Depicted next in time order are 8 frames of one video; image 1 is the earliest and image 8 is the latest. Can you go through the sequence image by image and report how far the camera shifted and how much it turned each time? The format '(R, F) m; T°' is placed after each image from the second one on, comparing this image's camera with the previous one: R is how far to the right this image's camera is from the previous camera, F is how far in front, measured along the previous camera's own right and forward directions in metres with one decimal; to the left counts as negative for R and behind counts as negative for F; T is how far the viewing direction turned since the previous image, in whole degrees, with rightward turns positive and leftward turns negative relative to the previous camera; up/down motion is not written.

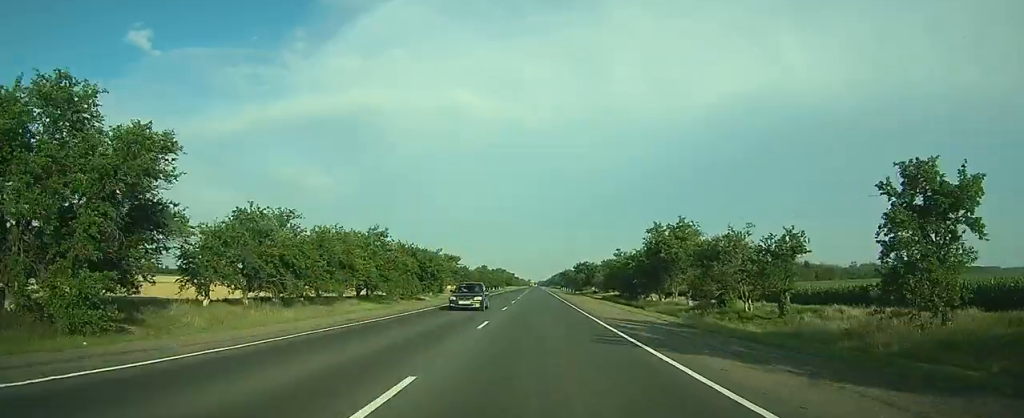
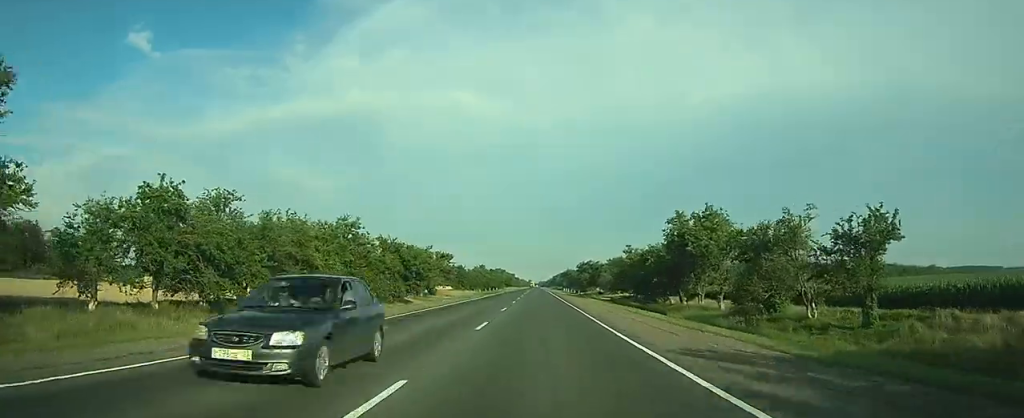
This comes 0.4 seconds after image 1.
(0.0, +13.8) m; 0°
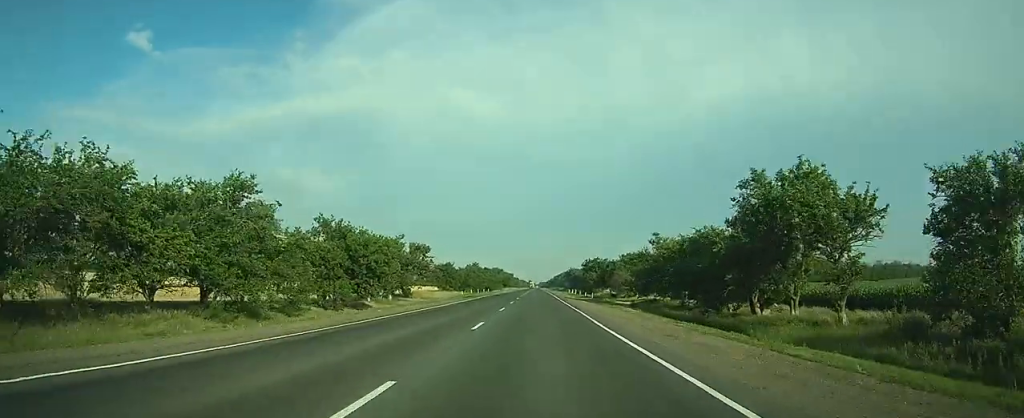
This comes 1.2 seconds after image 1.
(0.0, +27.7) m; 0°
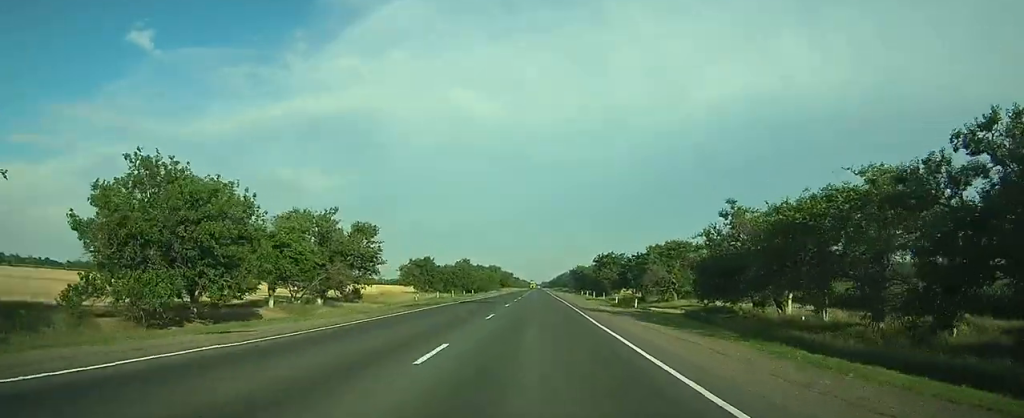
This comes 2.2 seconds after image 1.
(0.0, +35.3) m; 0°
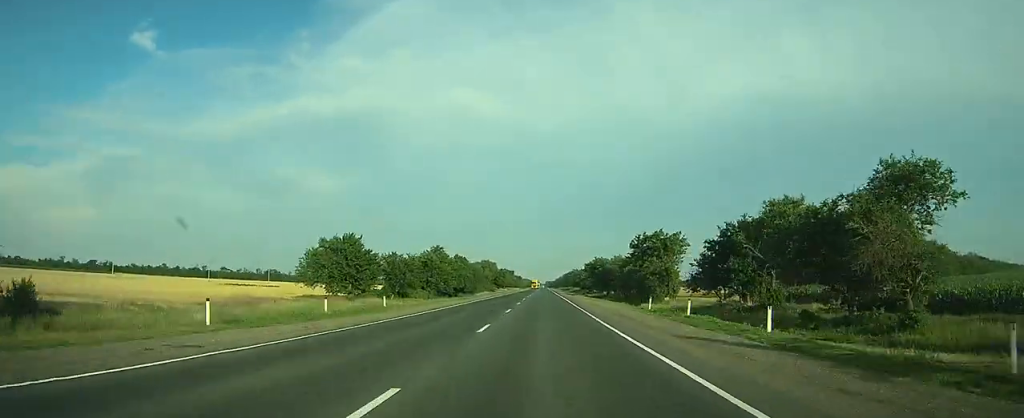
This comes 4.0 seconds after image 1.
(-0.1, +56.4) m; 0°
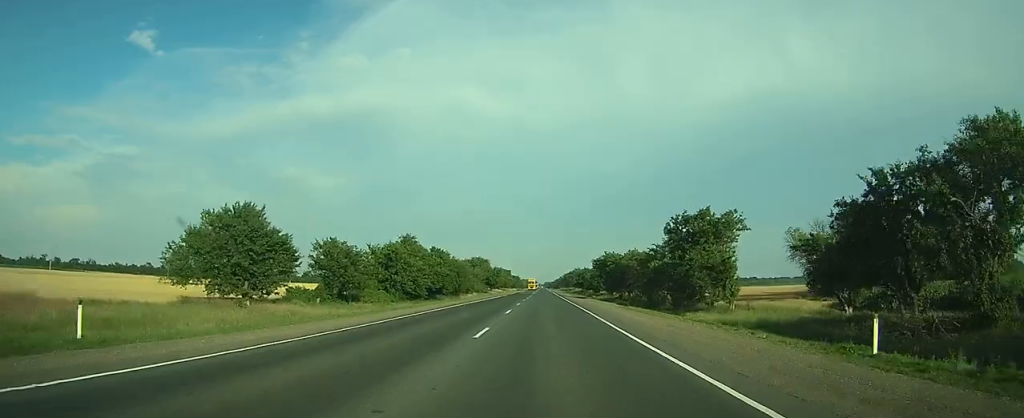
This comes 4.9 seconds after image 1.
(-0.1, +26.3) m; 0°
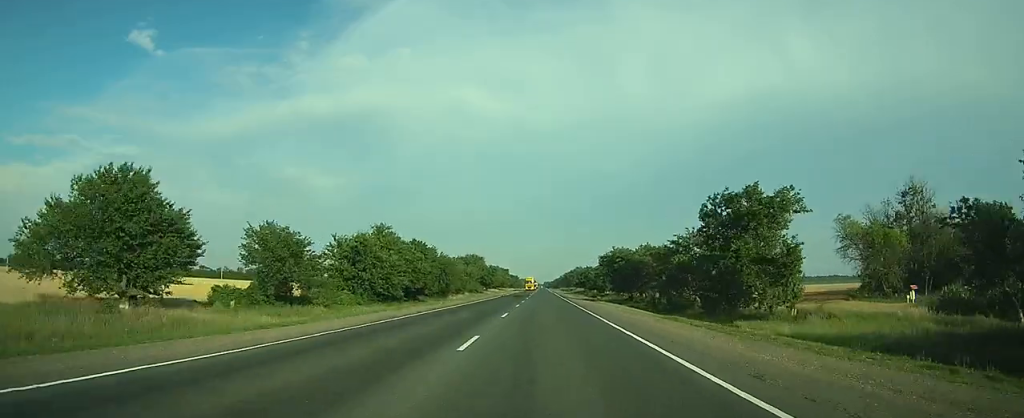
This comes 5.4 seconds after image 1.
(0.0, +14.9) m; 0°
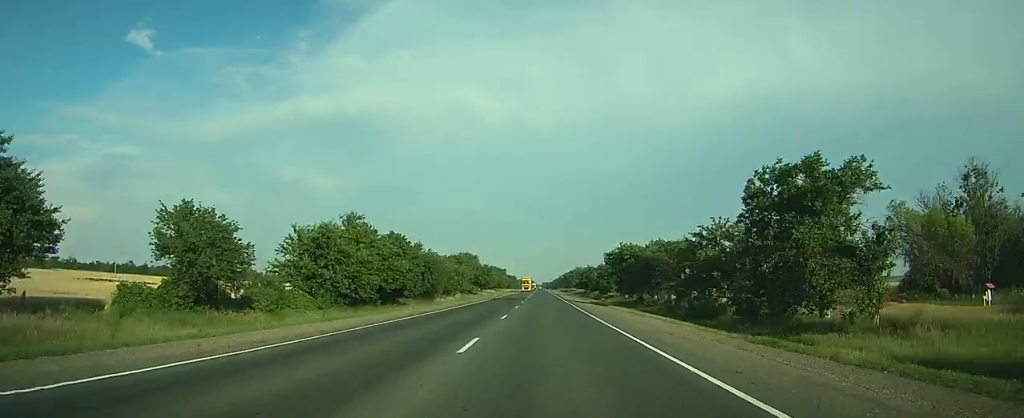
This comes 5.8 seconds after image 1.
(0.0, +11.9) m; 0°
